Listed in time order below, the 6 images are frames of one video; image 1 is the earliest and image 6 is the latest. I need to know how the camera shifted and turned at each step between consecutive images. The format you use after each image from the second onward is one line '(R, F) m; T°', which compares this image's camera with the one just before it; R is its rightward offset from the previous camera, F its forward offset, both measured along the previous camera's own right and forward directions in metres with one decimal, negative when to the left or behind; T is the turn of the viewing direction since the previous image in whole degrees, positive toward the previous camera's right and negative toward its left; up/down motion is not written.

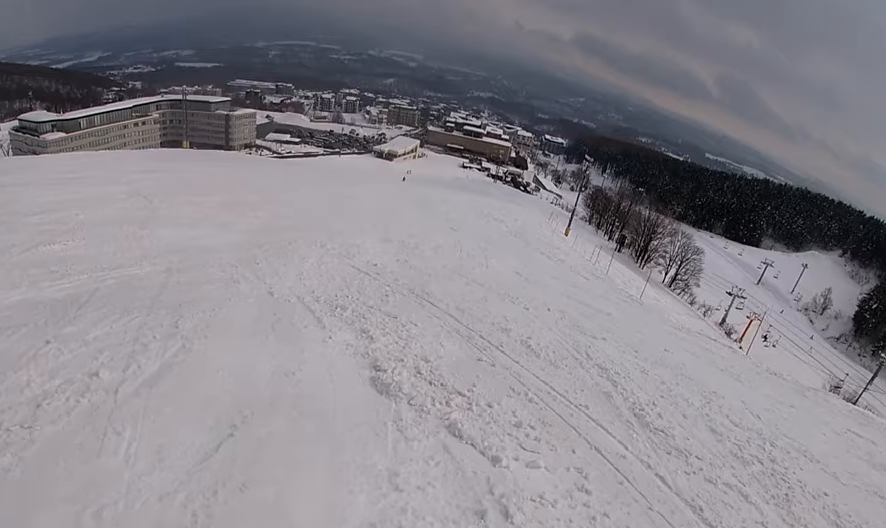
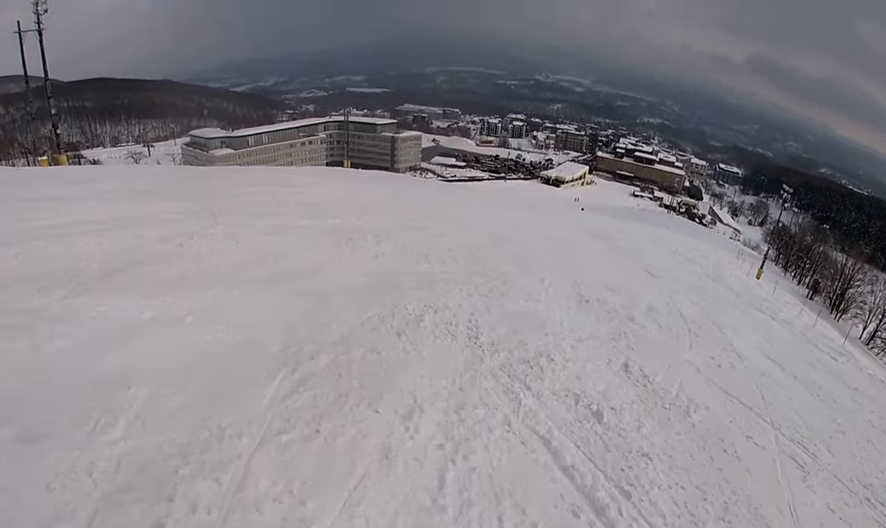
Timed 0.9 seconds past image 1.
(-1.8, +6.2) m; -22°
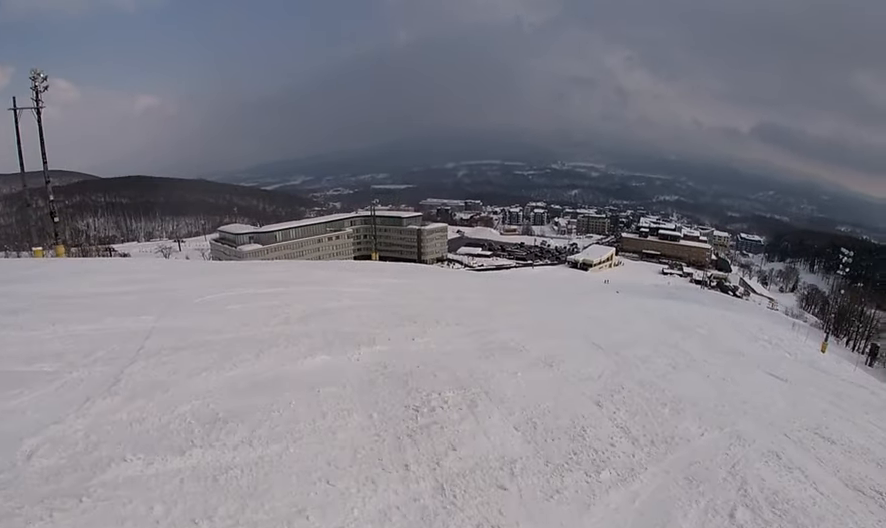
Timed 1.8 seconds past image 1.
(-0.7, +6.2) m; -7°
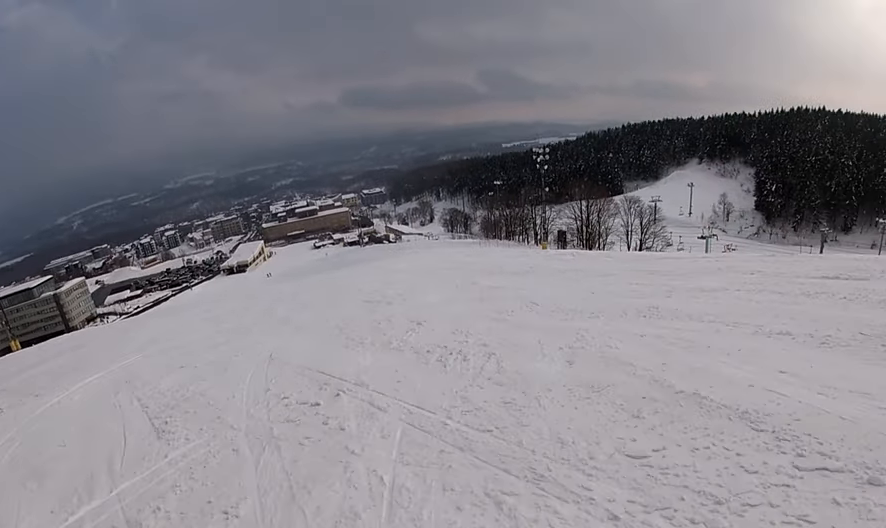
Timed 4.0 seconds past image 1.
(+1.6, +15.2) m; +30°
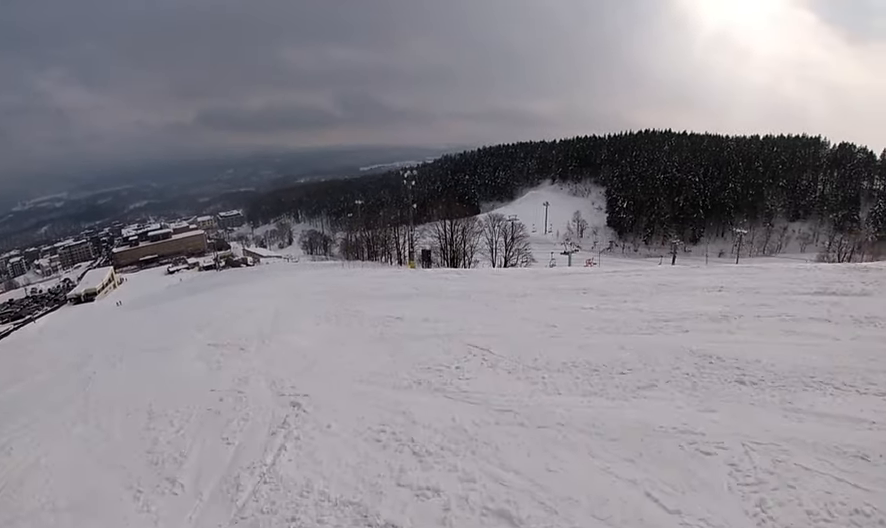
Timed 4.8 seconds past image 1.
(+0.9, +5.0) m; +20°
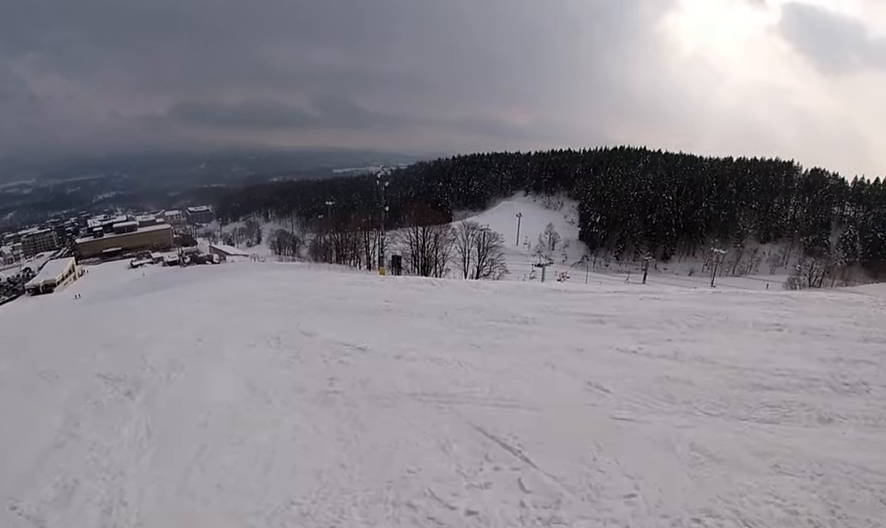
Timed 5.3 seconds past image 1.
(+1.2, +3.7) m; +8°
